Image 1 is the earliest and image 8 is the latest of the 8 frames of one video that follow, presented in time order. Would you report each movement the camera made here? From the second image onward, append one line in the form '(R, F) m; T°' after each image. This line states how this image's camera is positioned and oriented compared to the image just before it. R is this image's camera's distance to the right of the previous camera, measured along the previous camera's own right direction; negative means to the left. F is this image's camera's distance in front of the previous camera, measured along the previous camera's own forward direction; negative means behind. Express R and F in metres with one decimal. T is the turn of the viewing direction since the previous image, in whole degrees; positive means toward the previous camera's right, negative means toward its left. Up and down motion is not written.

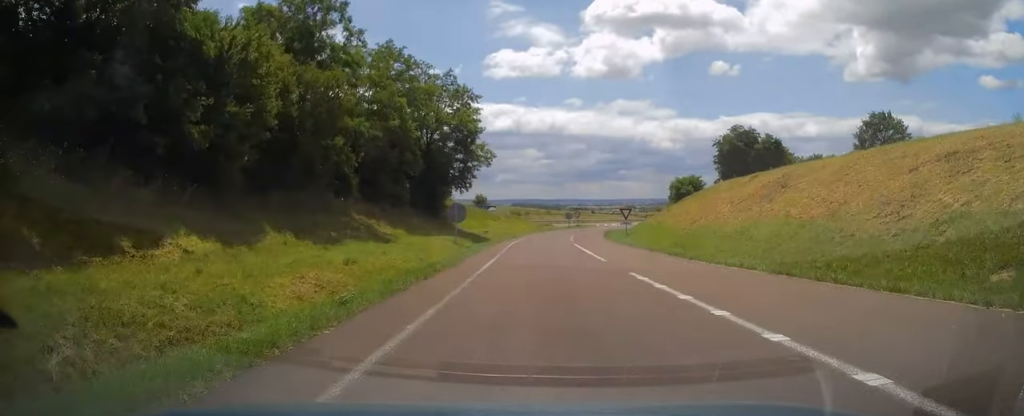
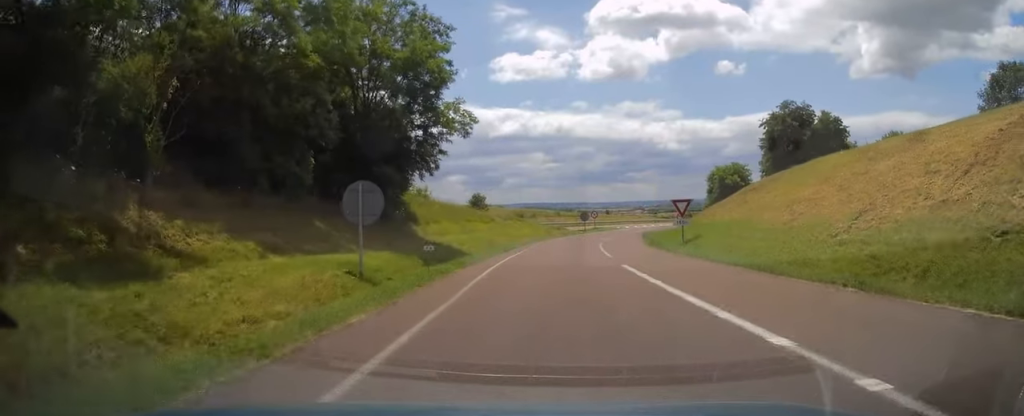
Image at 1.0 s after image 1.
(-0.7, +21.8) m; -3°
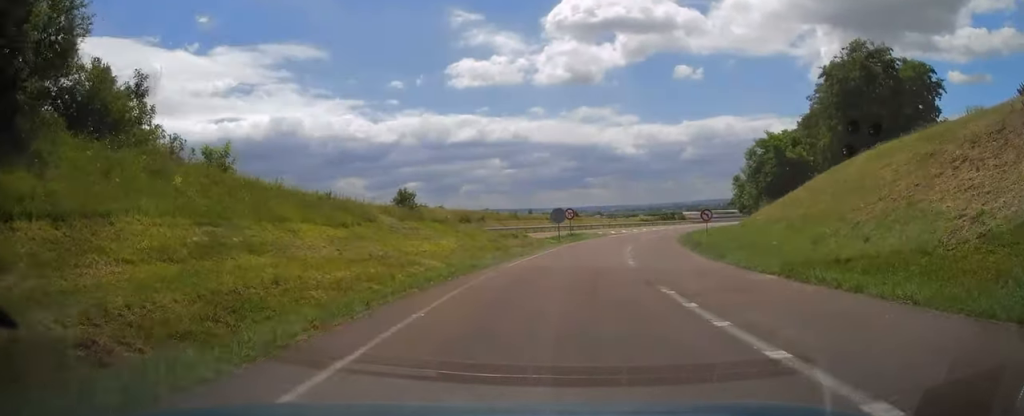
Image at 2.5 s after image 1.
(-0.8, +33.0) m; -1°
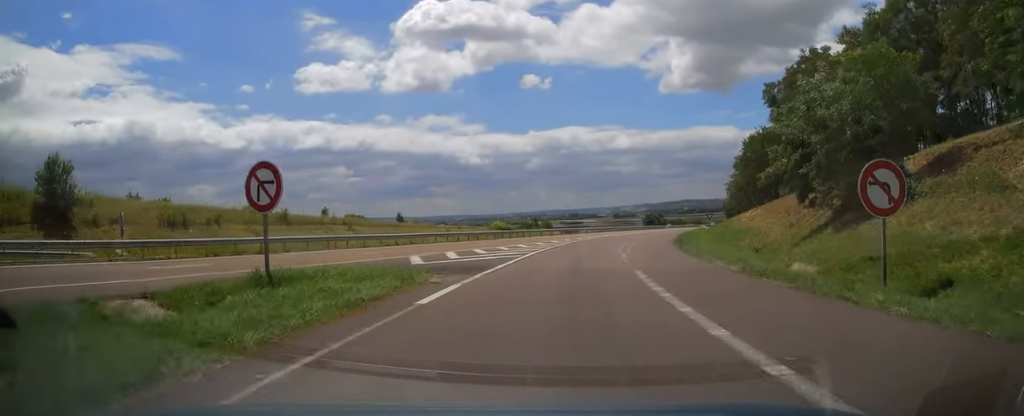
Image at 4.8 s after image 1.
(+2.4, +48.6) m; +8°
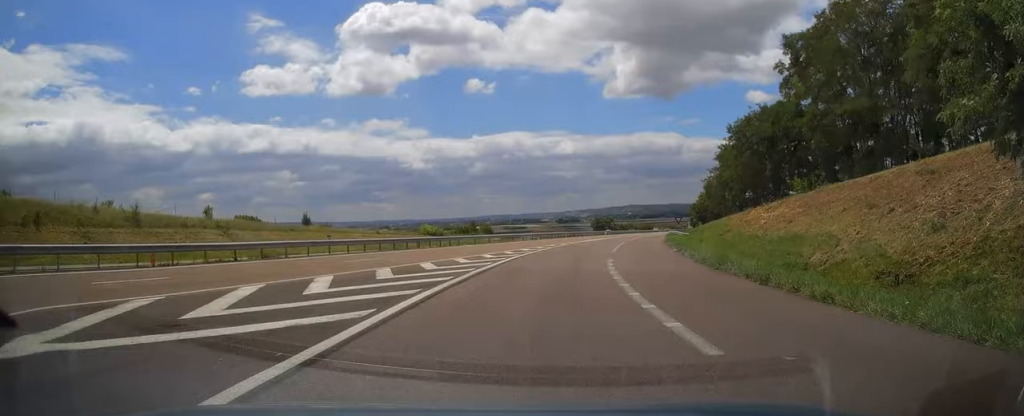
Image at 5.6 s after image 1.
(+0.9, +17.2) m; +5°
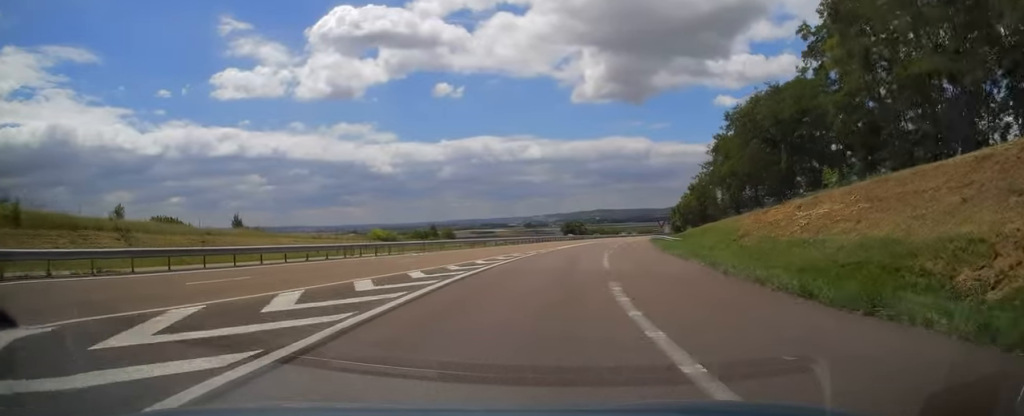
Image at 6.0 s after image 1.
(+0.1, +10.4) m; +3°
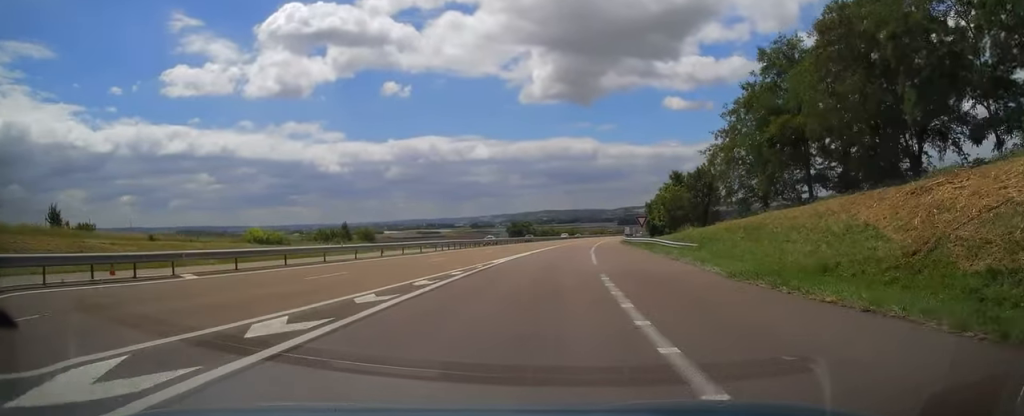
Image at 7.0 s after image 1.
(+1.3, +21.8) m; +6°
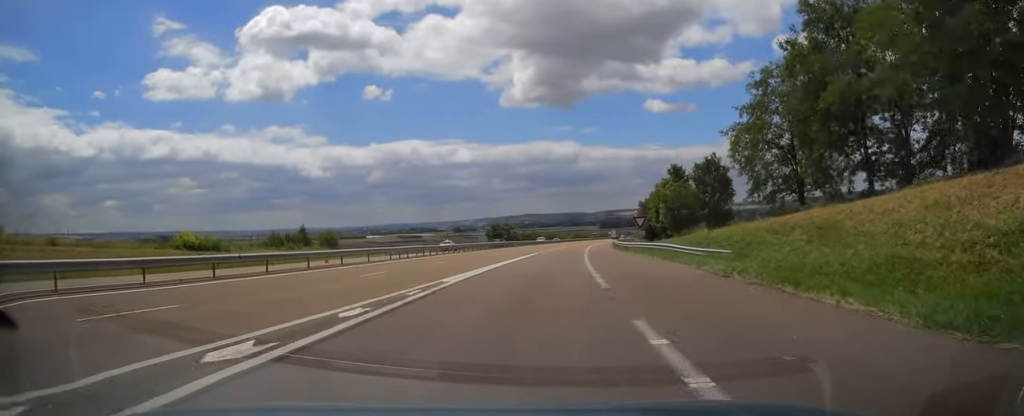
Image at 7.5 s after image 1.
(+0.4, +9.2) m; +2°
